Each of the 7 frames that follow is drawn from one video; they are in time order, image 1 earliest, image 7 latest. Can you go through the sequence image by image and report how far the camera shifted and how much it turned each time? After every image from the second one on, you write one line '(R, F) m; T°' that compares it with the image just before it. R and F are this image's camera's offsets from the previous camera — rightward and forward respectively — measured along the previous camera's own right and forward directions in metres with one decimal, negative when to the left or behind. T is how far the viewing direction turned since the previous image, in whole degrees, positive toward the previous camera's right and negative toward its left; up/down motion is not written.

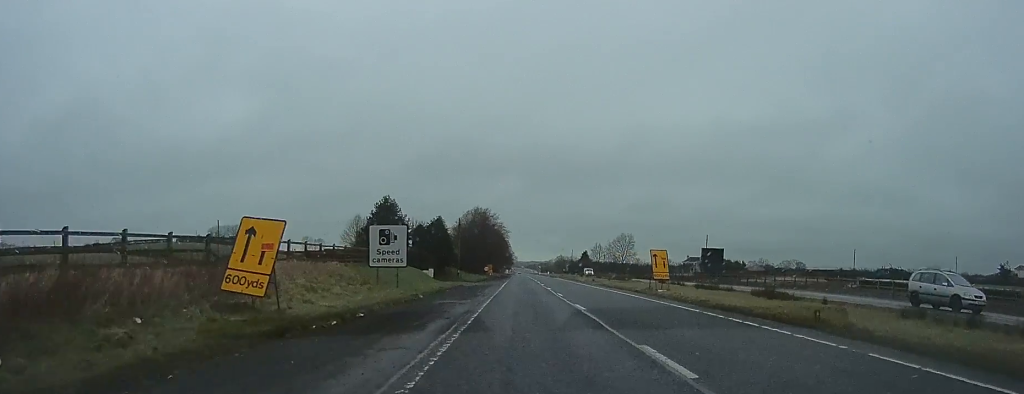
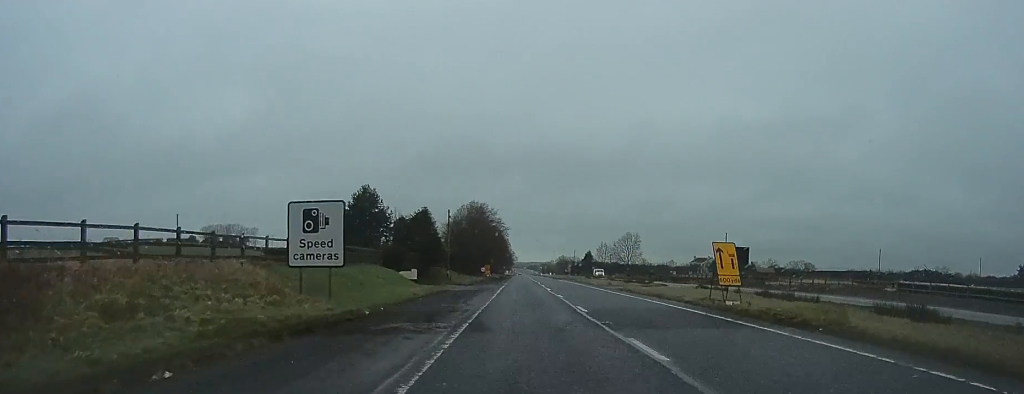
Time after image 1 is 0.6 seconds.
(+0.1, +10.0) m; 0°
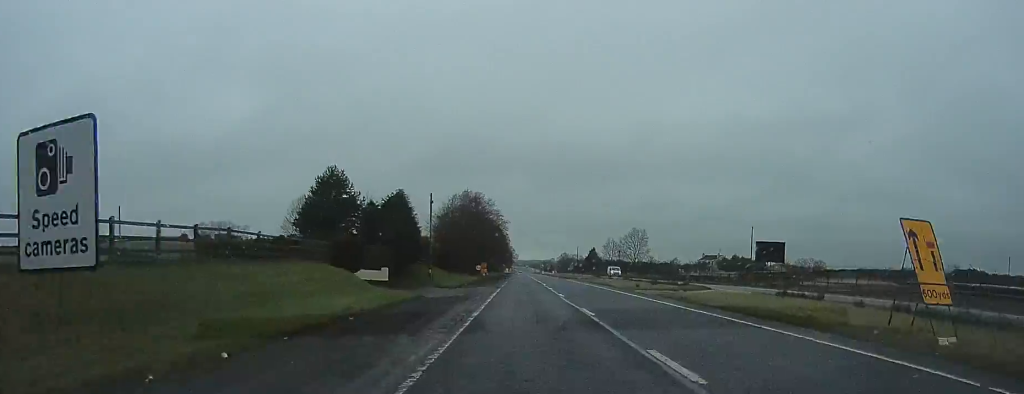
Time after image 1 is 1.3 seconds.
(-0.1, +10.9) m; -1°
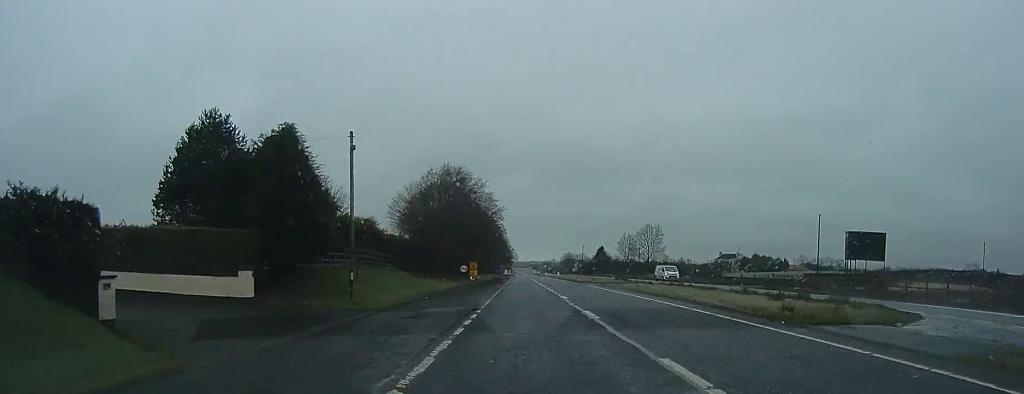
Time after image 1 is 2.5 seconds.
(-0.1, +20.3) m; 0°
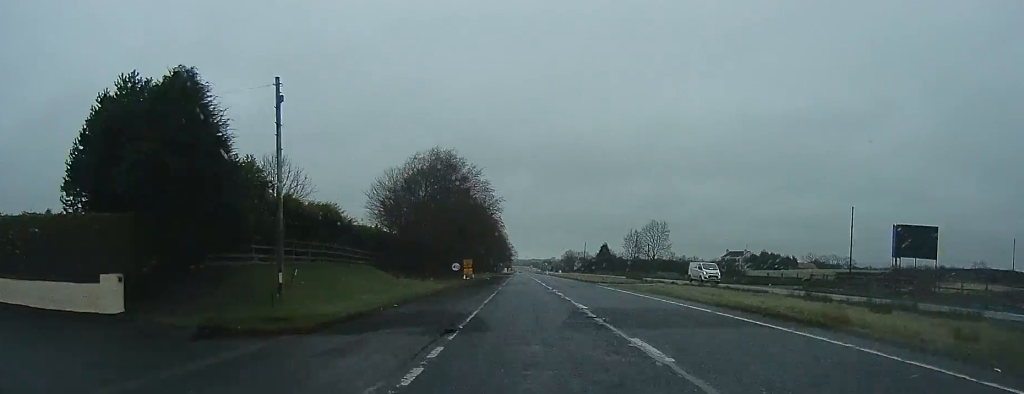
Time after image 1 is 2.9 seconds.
(0.0, +7.2) m; +2°
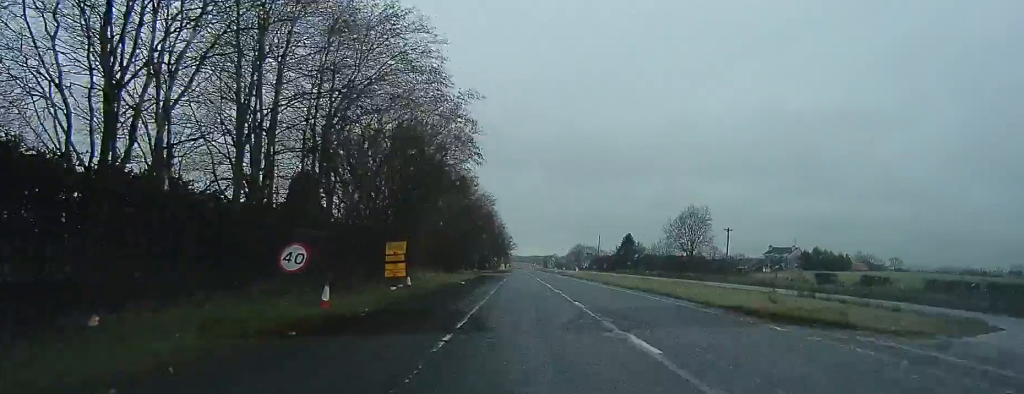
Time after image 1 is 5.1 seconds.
(+1.0, +36.7) m; 0°
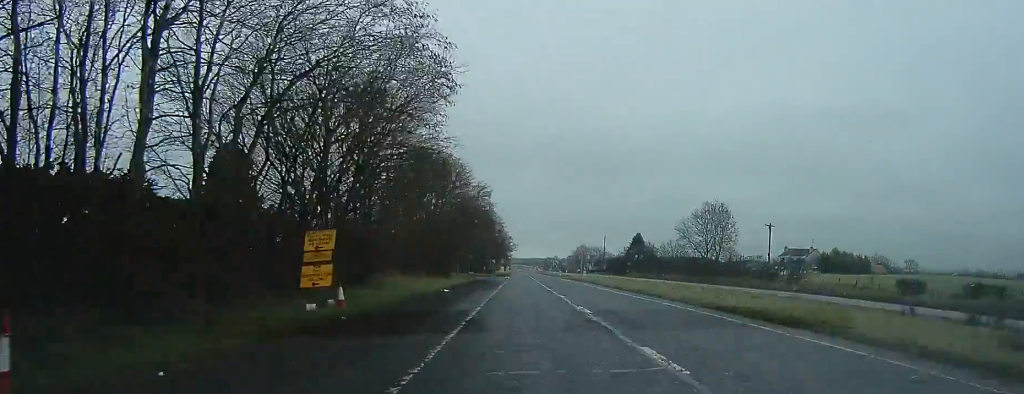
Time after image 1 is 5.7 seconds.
(-0.2, +10.3) m; -1°
